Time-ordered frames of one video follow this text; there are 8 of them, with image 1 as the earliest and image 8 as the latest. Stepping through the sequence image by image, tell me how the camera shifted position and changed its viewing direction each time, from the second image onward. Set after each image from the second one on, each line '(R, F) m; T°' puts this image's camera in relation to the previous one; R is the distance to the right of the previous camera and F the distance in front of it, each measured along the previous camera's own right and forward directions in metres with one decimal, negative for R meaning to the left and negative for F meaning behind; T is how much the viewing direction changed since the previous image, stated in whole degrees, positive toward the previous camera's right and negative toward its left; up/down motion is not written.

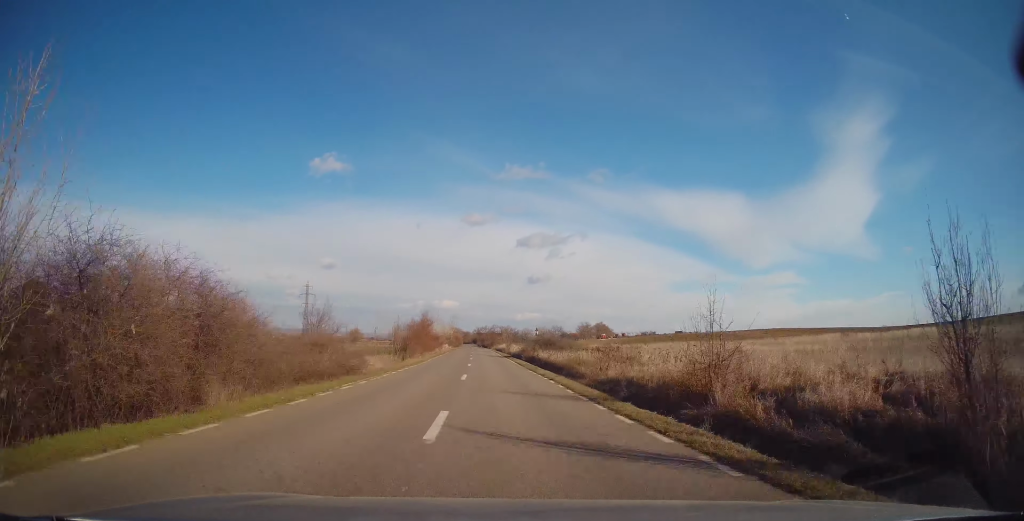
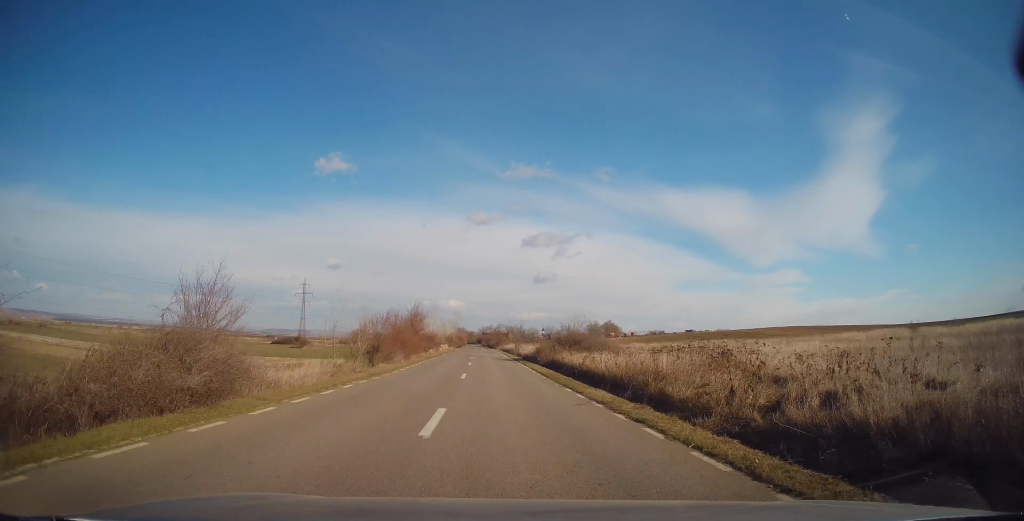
(-0.1, +12.2) m; -1°
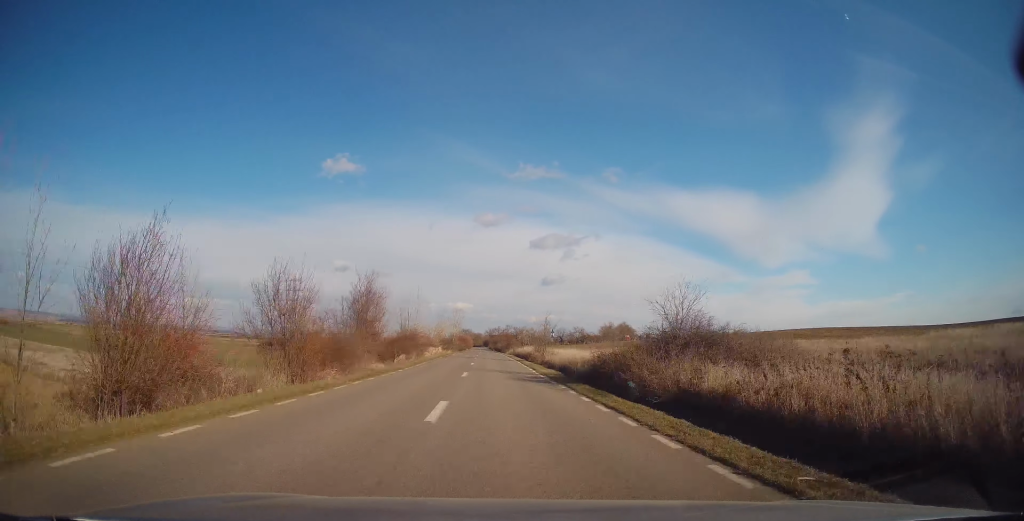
(0.0, +22.6) m; -1°
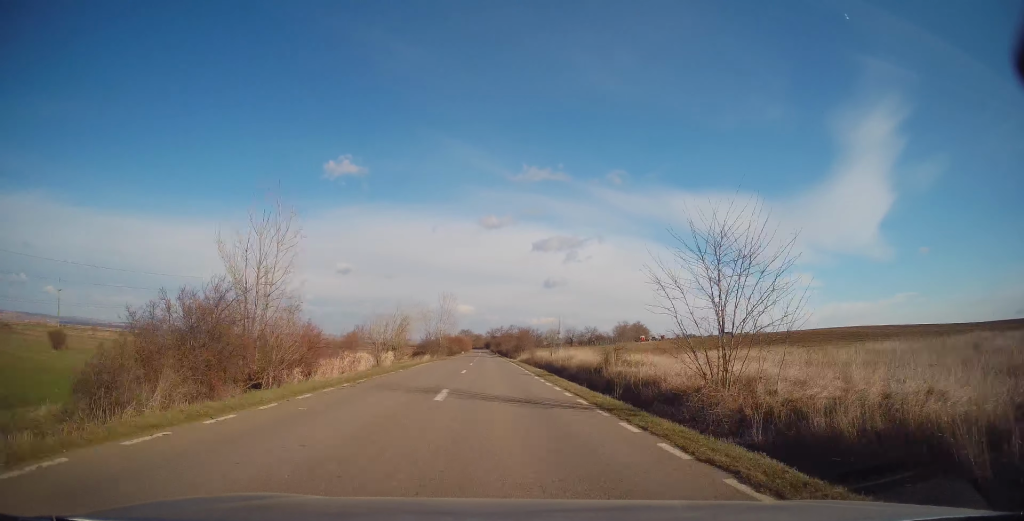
(-0.7, +31.8) m; -1°
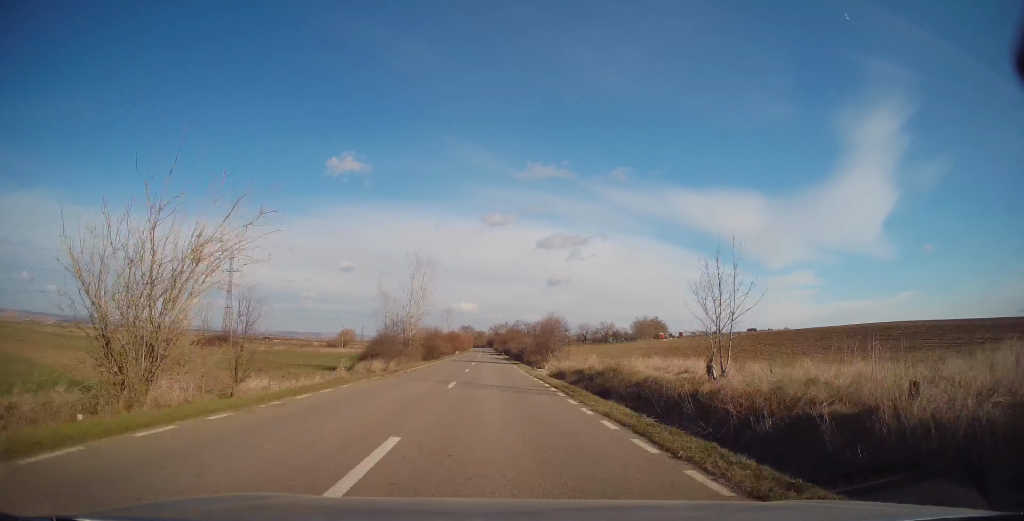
(+0.1, +31.5) m; +1°
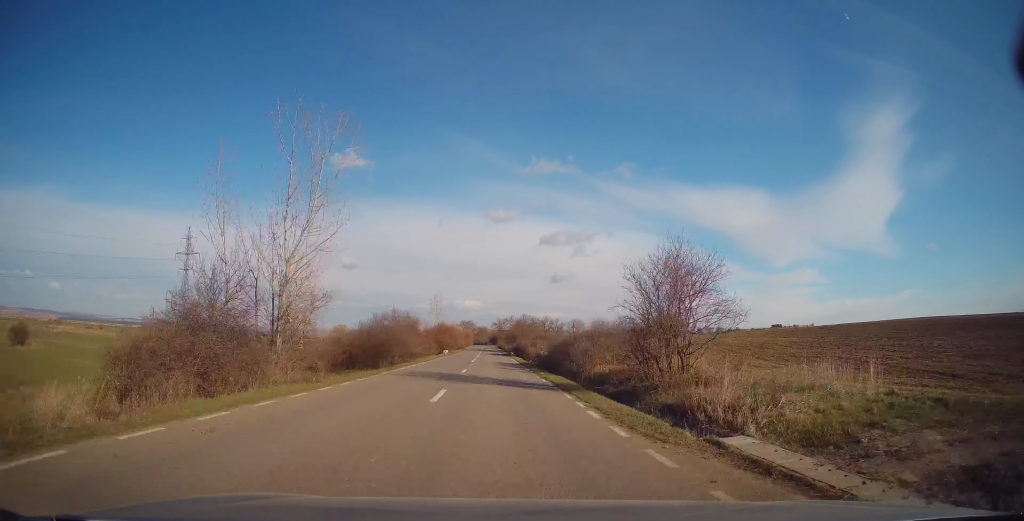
(+0.2, +28.2) m; 0°
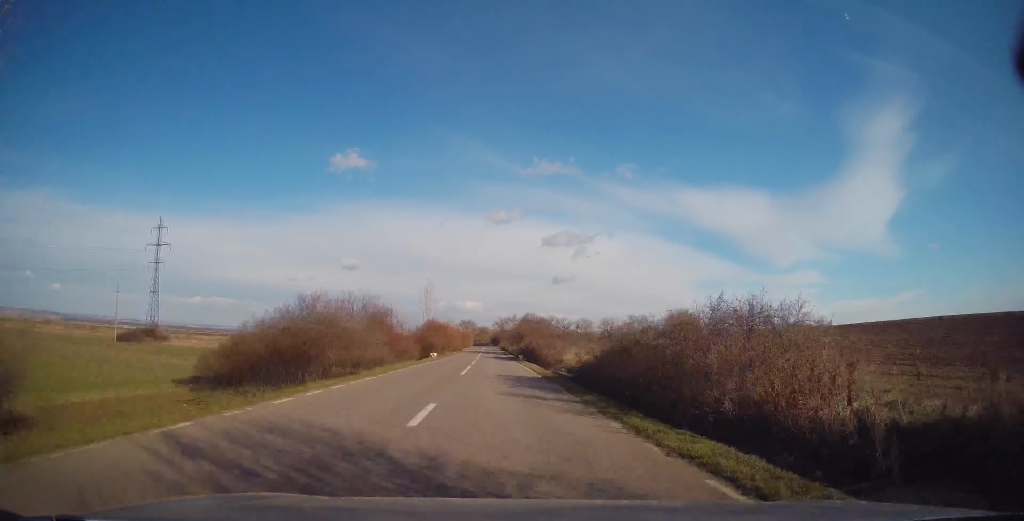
(-0.1, +15.0) m; -1°
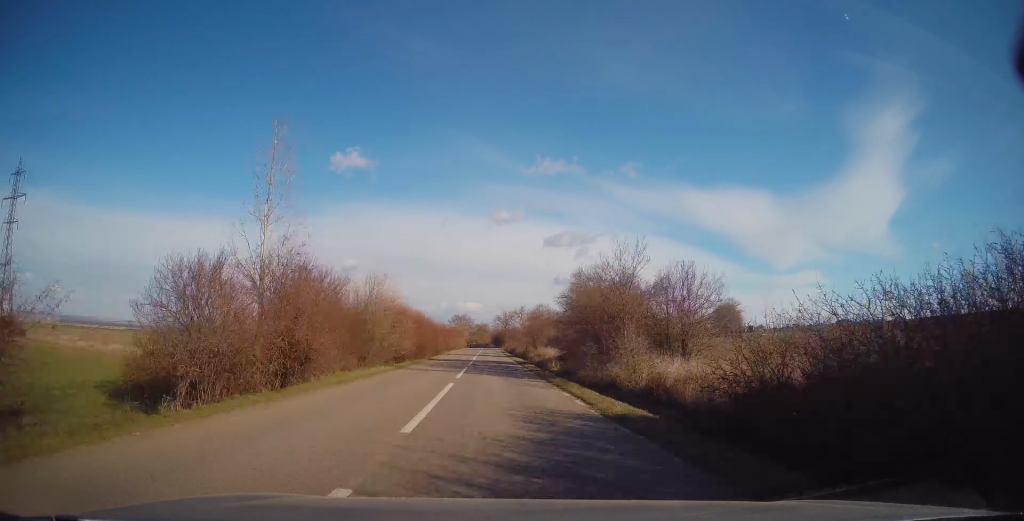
(+0.6, +50.1) m; +1°
